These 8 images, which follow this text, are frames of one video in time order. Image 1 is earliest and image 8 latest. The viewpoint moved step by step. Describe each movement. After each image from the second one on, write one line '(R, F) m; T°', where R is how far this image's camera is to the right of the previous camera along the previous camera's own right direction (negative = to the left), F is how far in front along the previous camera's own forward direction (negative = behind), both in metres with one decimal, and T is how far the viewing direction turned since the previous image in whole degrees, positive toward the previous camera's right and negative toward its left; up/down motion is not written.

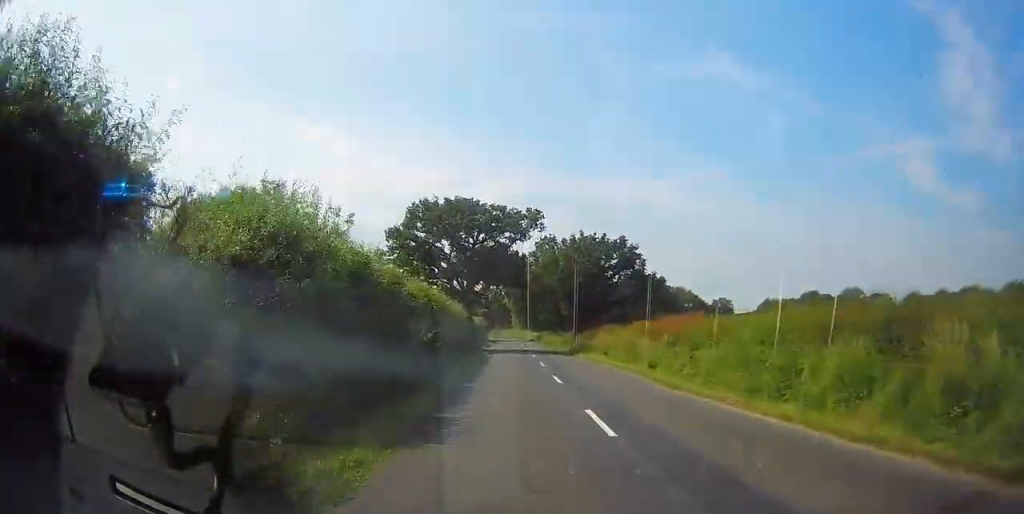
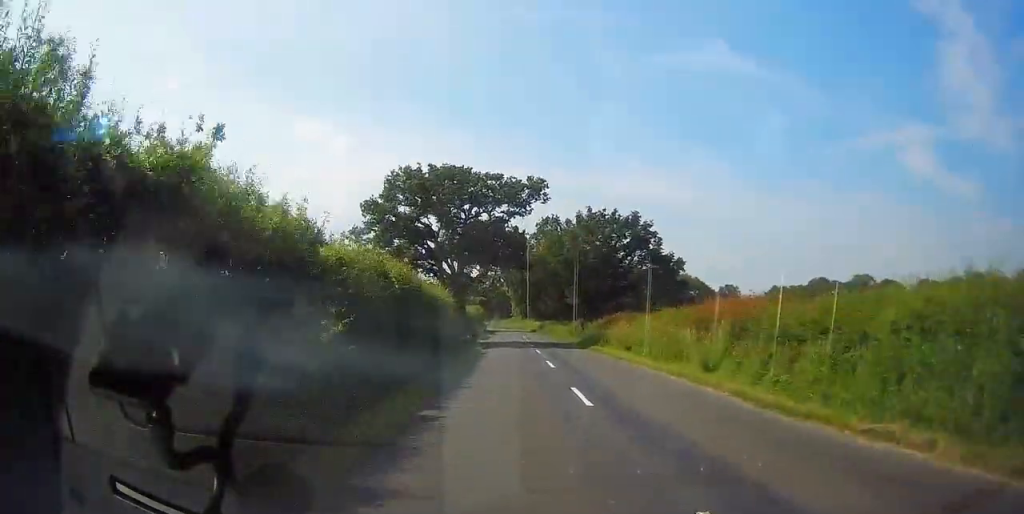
(0.0, +6.8) m; -1°
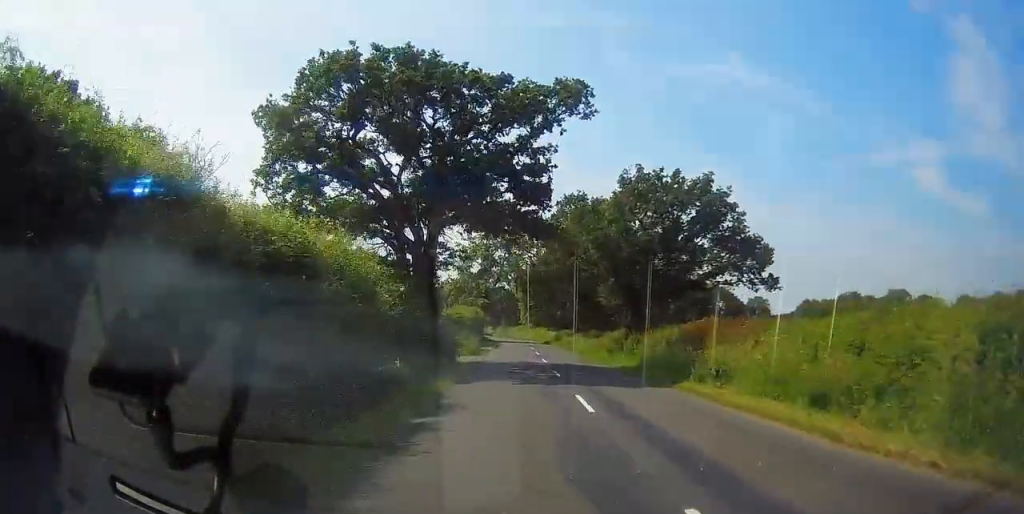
(-0.4, +17.7) m; -2°
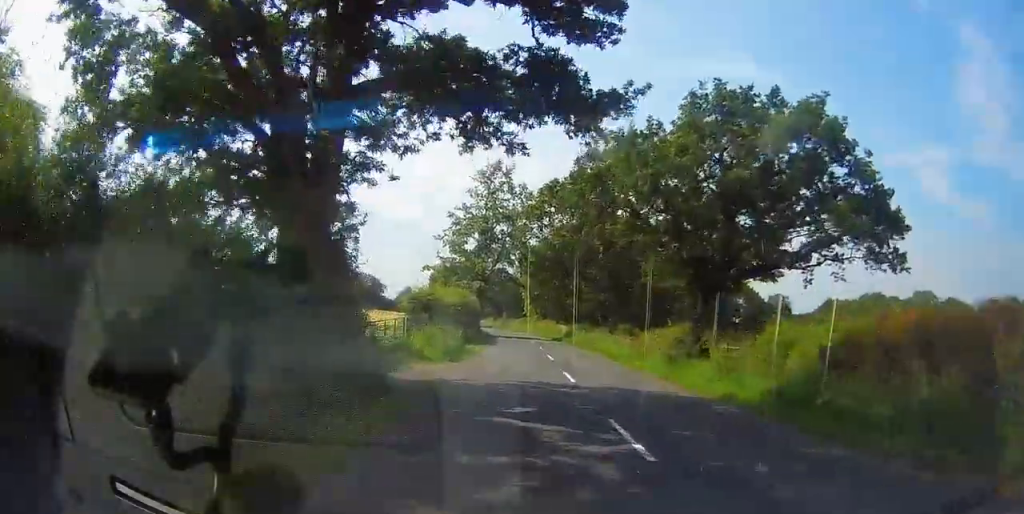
(0.0, +12.7) m; 0°
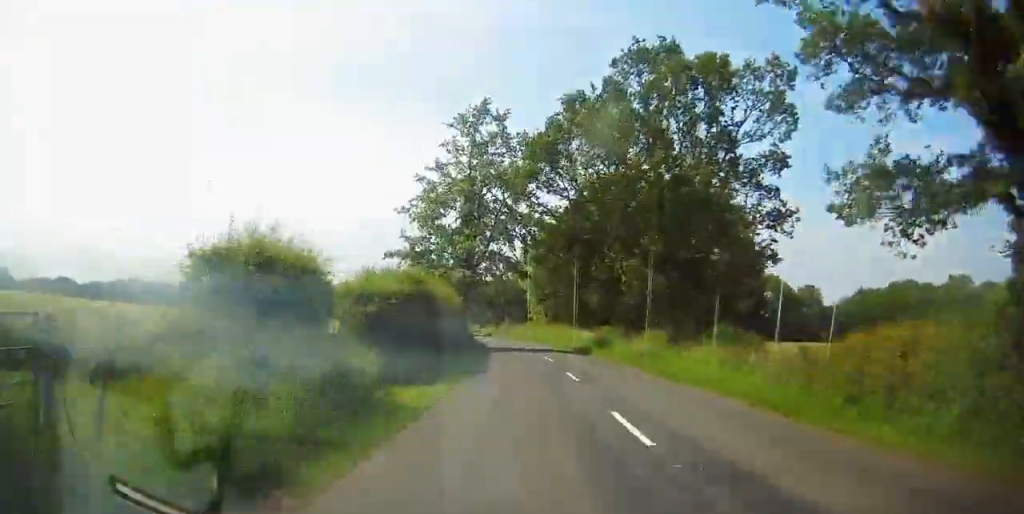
(+0.1, +15.9) m; 0°
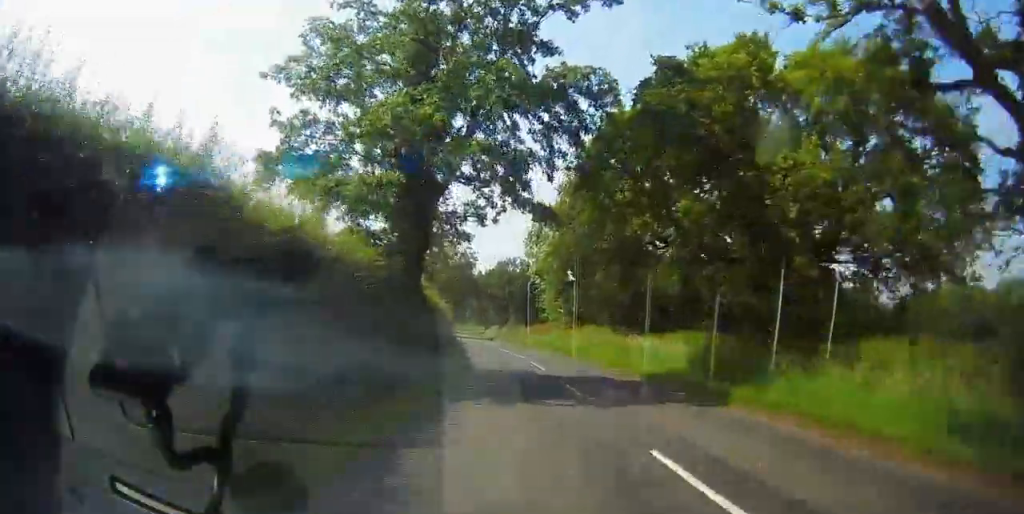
(-0.1, +22.9) m; -2°
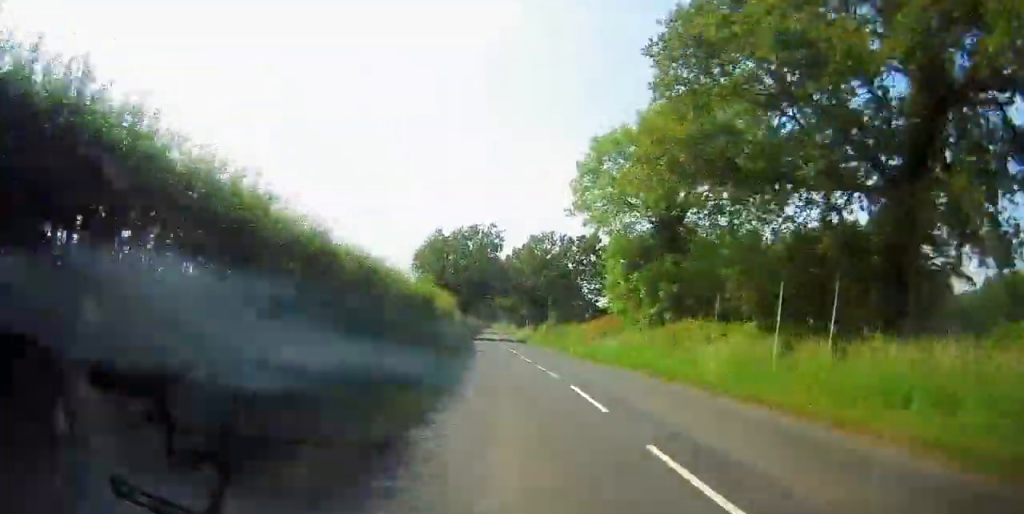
(-0.3, +19.1) m; 0°
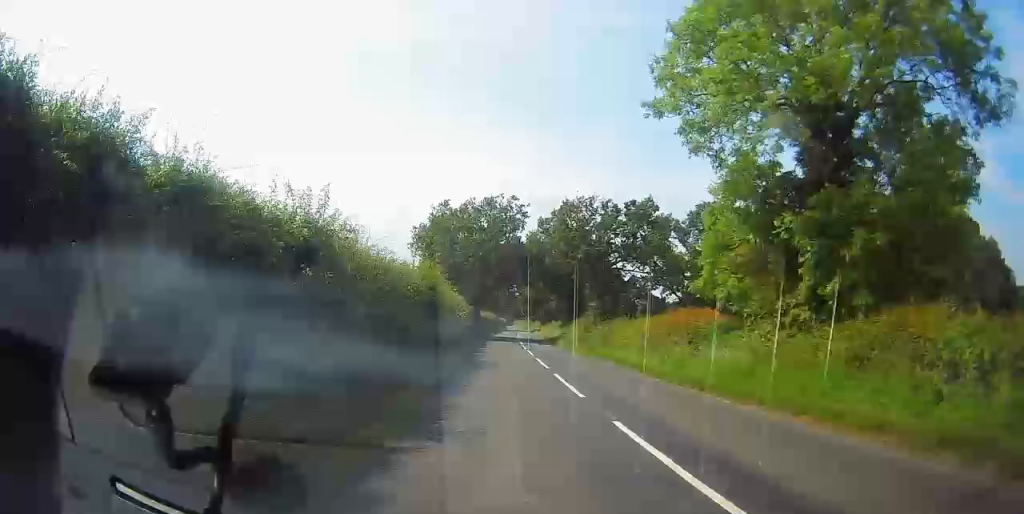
(0.0, +11.9) m; -3°
